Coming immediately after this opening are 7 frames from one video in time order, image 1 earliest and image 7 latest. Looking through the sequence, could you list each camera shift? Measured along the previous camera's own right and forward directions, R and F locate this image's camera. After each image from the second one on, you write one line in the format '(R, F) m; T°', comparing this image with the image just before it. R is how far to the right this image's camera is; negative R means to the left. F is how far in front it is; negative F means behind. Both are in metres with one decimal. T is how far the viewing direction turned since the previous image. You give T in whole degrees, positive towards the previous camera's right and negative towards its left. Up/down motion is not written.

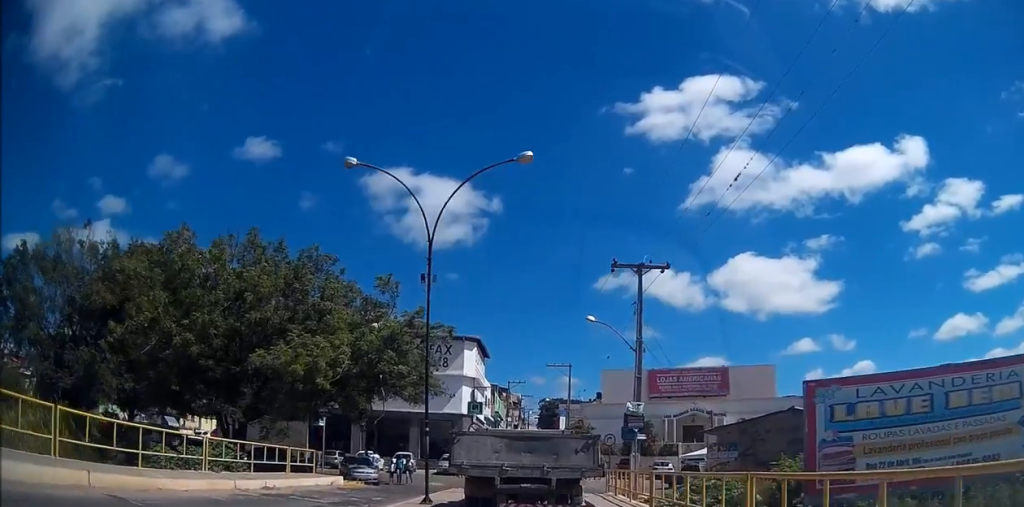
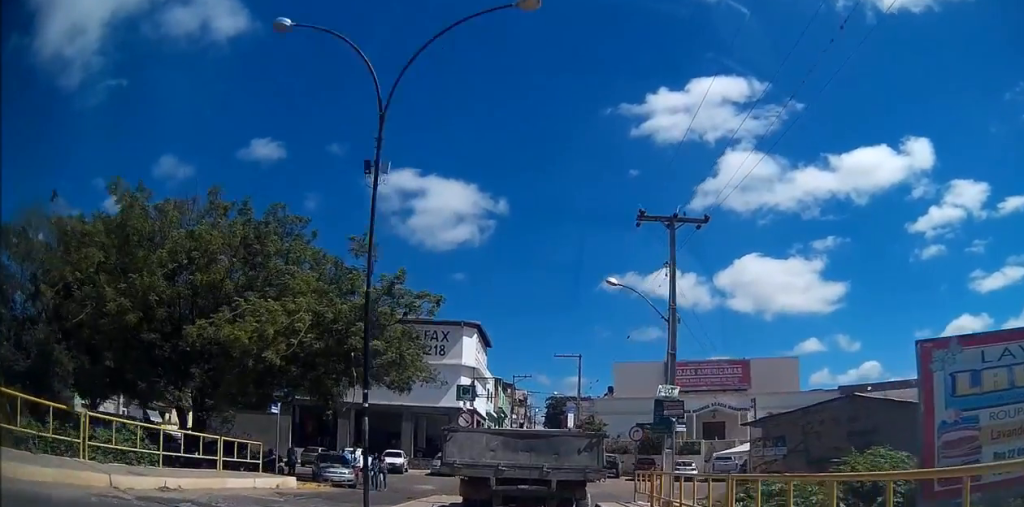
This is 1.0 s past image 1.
(0.0, +5.8) m; 0°
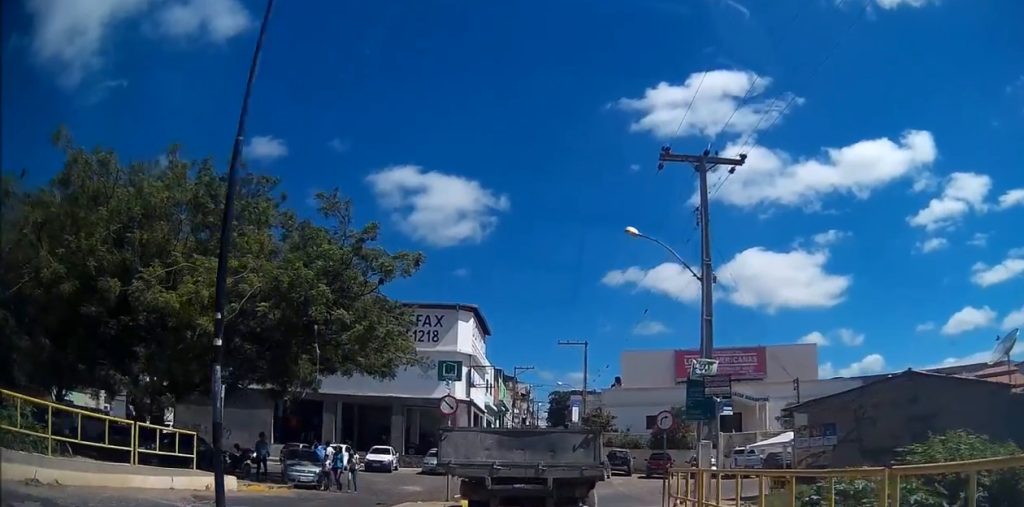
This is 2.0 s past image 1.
(0.0, +4.8) m; 0°
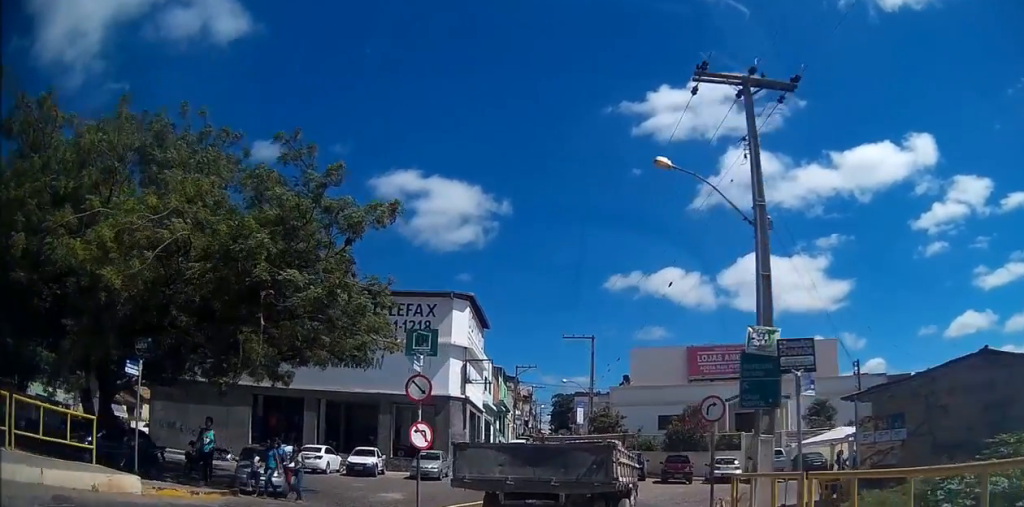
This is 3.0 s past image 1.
(0.0, +4.5) m; +3°
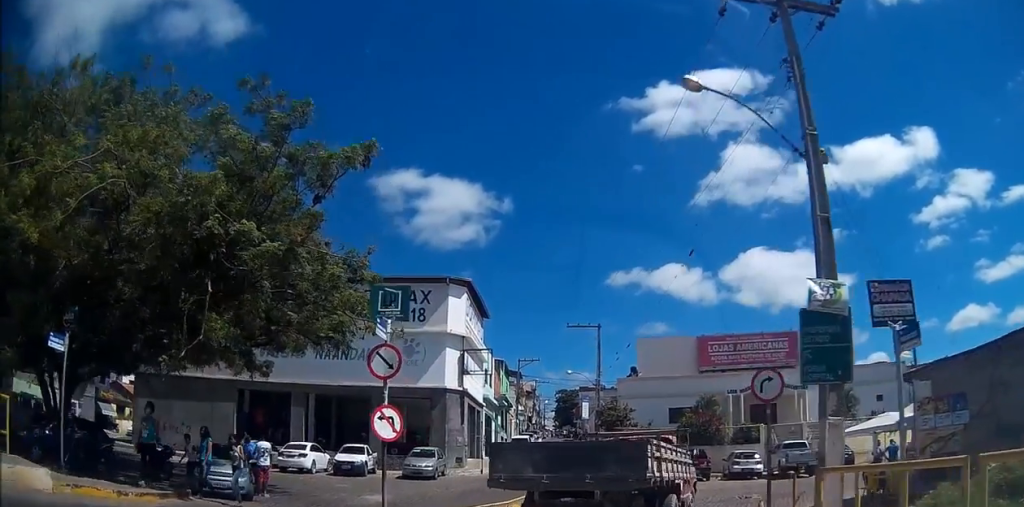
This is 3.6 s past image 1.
(+0.1, +2.8) m; -1°
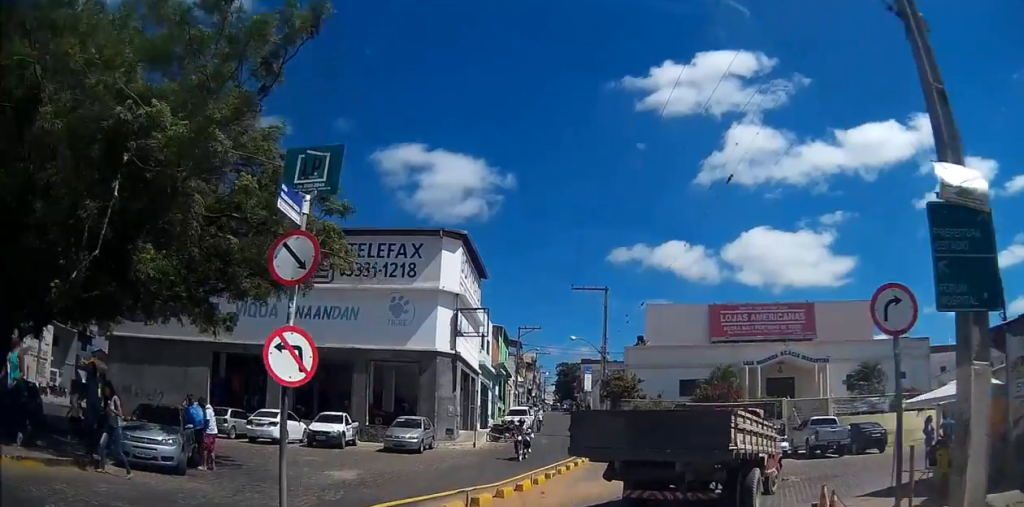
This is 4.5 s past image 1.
(0.0, +3.4) m; -1°
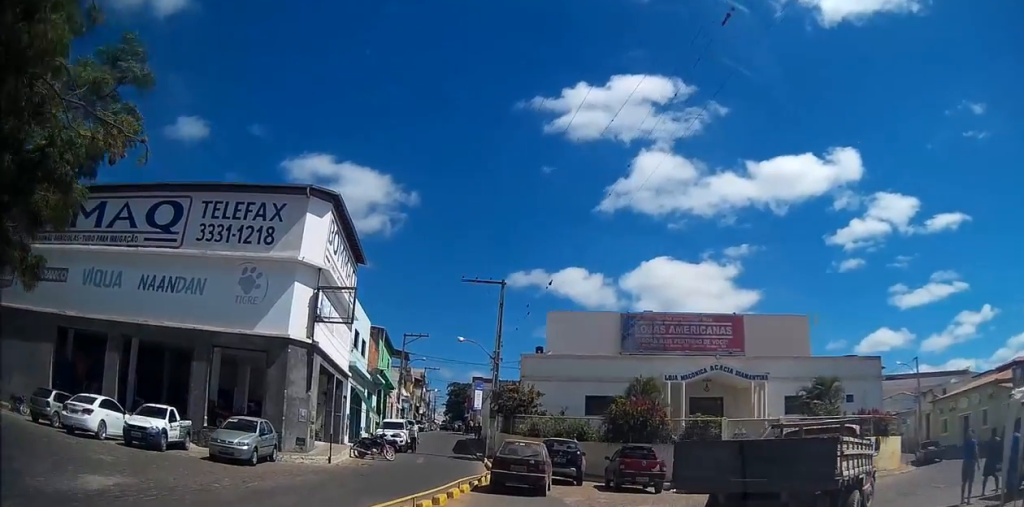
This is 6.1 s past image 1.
(+0.1, +6.5) m; +5°
